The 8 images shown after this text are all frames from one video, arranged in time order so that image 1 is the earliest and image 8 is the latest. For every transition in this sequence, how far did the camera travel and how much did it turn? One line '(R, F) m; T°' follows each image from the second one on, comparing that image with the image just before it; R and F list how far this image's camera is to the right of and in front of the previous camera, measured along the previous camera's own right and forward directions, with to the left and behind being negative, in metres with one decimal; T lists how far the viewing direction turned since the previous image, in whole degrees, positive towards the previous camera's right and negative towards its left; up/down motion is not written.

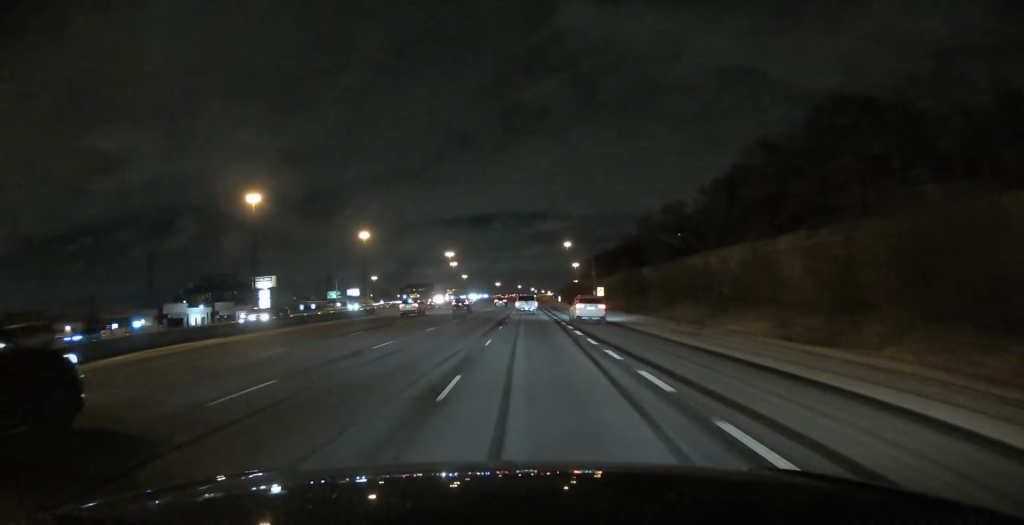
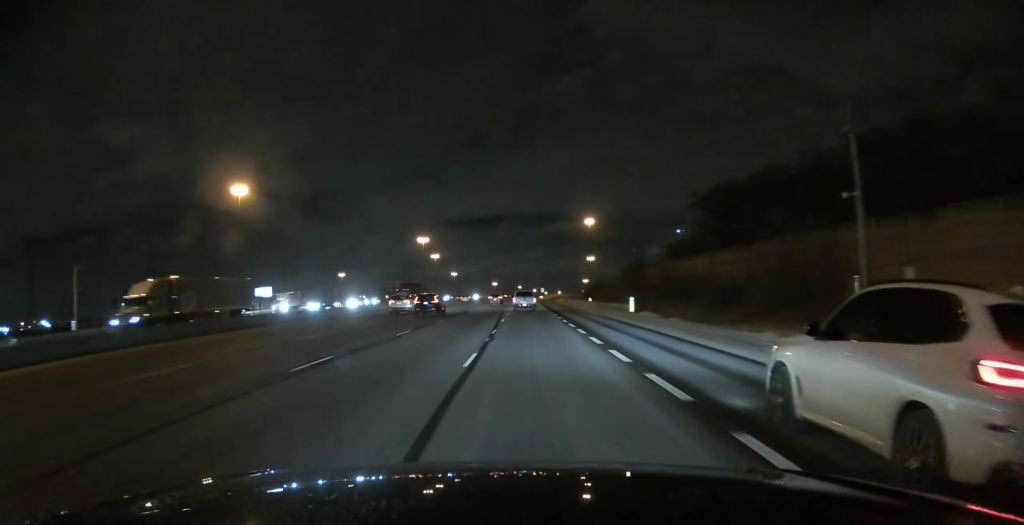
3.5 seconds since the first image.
(+0.2, +117.2) m; 0°
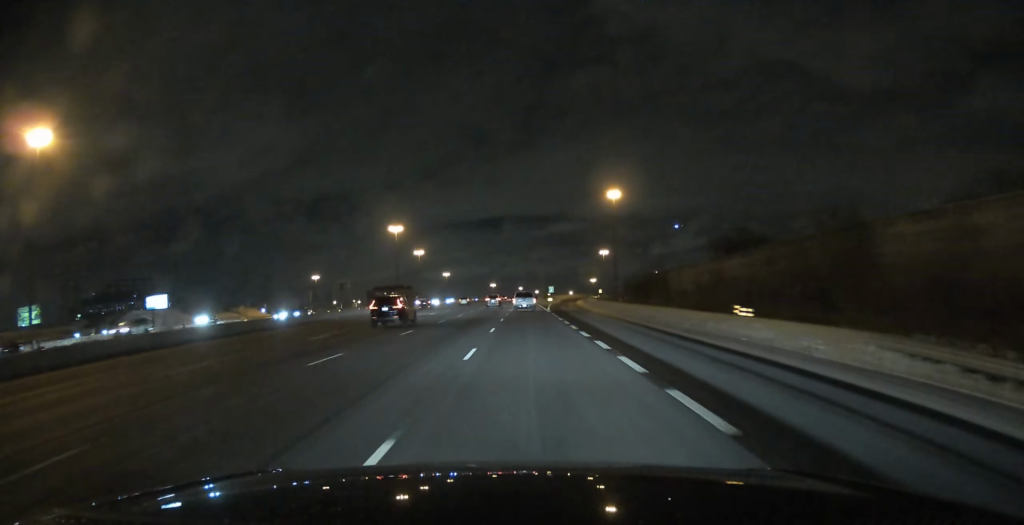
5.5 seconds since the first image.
(+0.1, +69.5) m; 0°
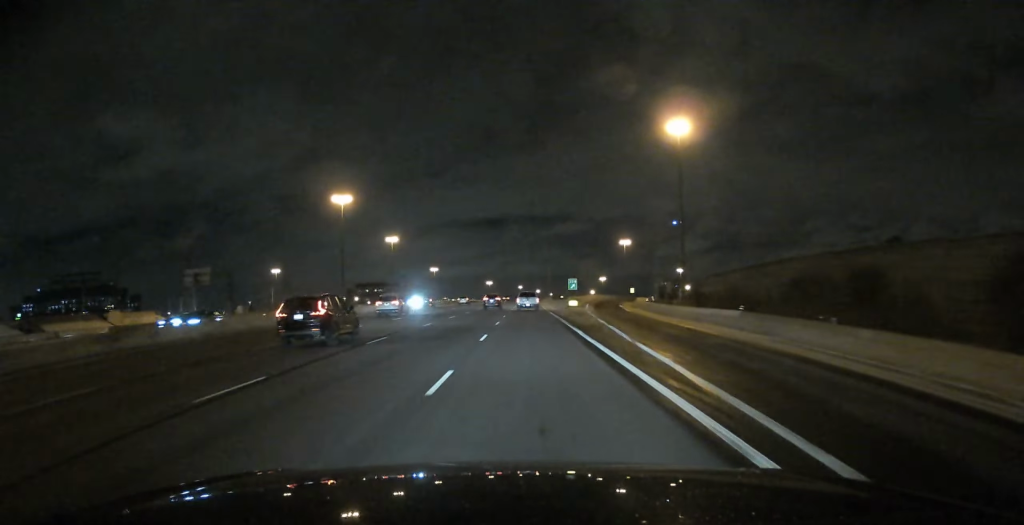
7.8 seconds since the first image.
(-0.1, +77.9) m; 0°
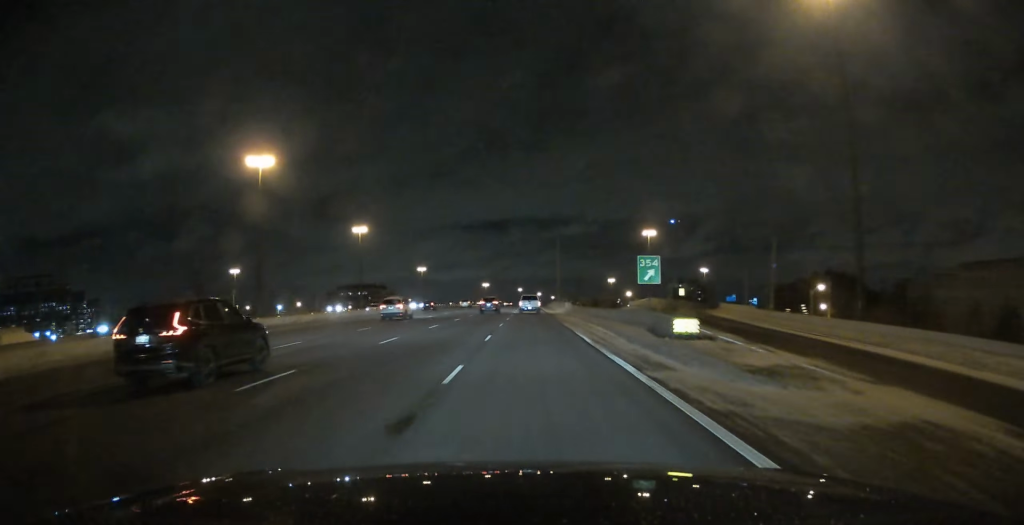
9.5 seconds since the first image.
(0.0, +58.7) m; 0°
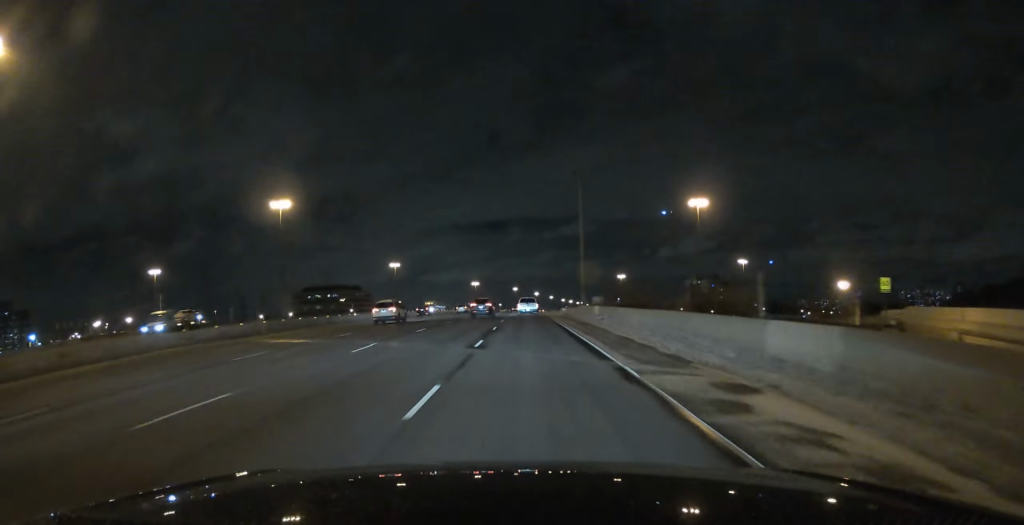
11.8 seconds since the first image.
(+0.1, +75.7) m; 0°
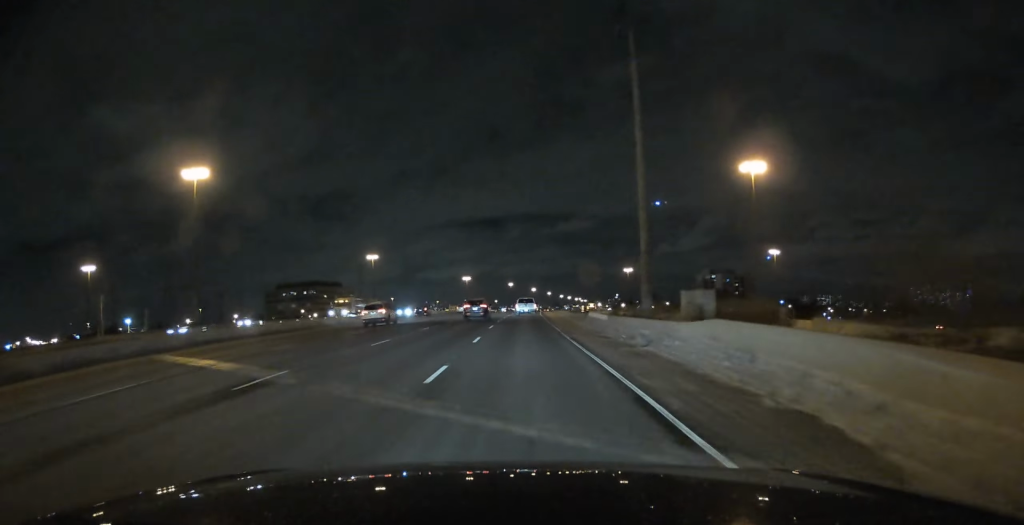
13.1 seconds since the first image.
(-0.1, +43.7) m; 0°
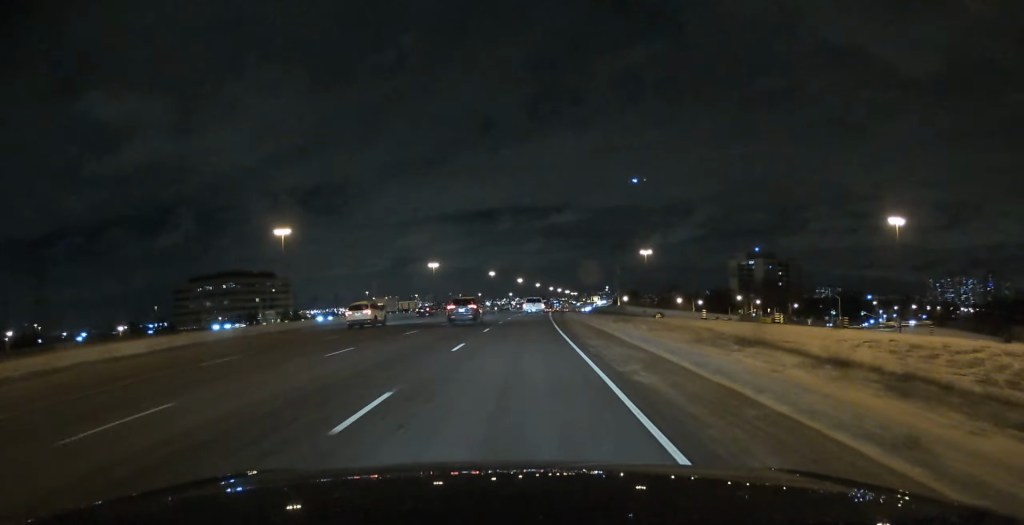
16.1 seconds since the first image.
(+0.7, +100.1) m; +1°
